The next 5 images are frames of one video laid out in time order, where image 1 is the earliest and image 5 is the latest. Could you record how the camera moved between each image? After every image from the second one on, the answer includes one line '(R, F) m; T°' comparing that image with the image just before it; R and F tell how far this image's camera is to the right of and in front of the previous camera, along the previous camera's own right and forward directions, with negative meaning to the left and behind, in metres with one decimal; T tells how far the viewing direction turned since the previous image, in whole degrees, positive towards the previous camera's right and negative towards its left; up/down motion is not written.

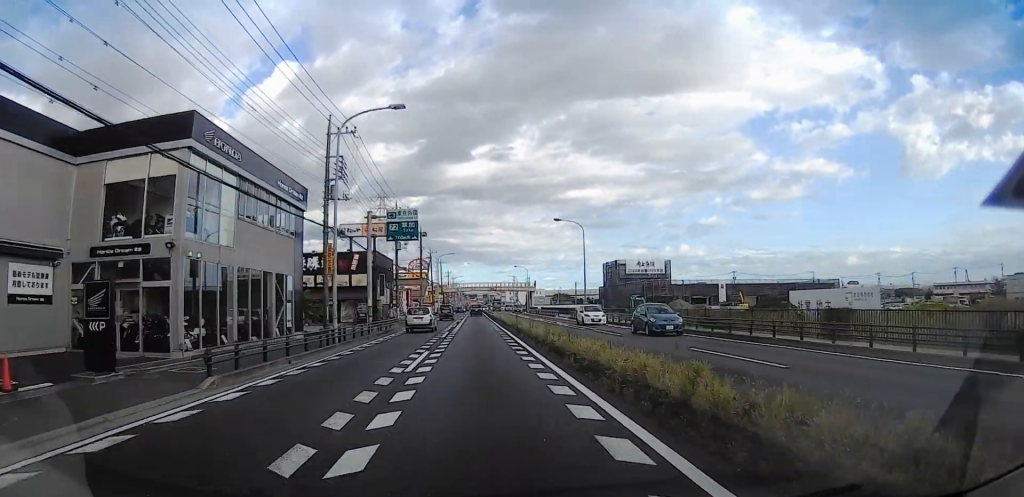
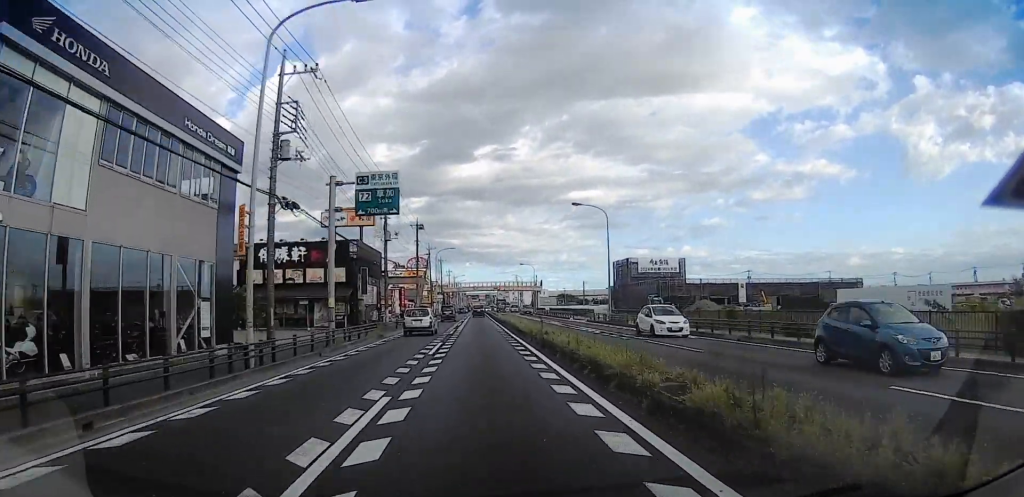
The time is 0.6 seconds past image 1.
(-0.3, +9.6) m; -1°
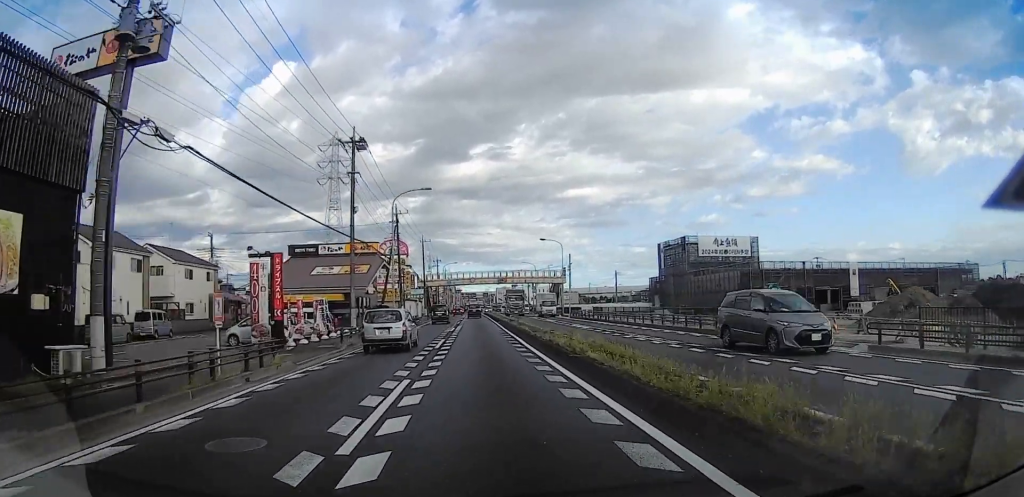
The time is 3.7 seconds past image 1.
(+1.4, +47.7) m; 0°
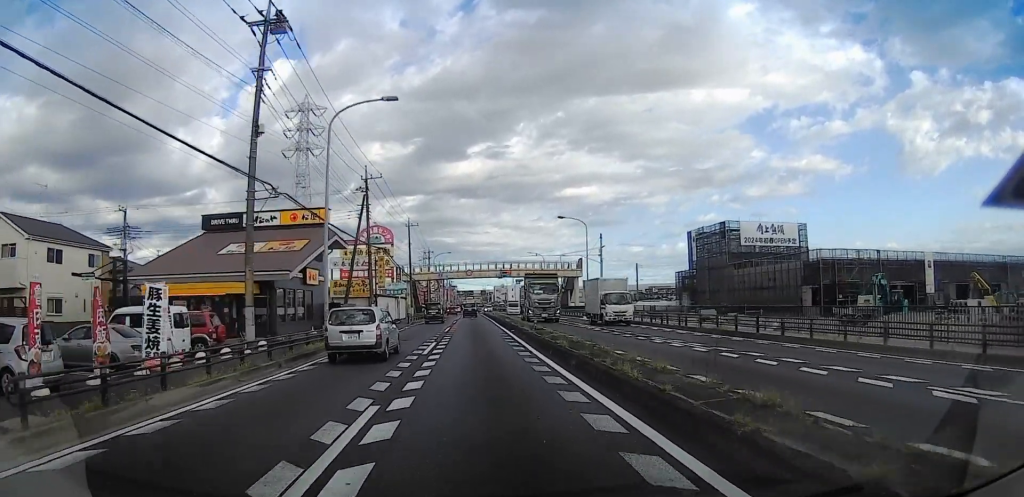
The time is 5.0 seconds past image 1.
(+0.1, +20.8) m; +1°
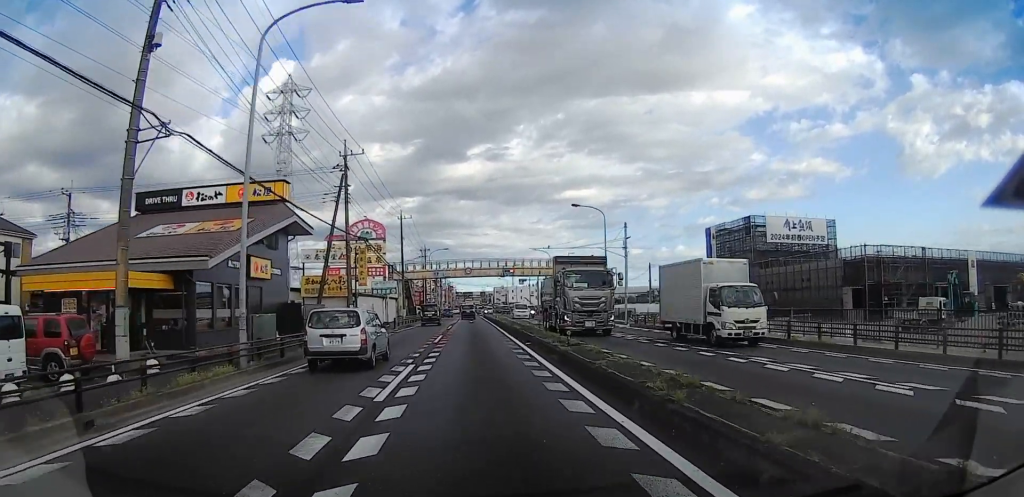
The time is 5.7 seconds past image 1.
(+0.1, +9.5) m; +1°
